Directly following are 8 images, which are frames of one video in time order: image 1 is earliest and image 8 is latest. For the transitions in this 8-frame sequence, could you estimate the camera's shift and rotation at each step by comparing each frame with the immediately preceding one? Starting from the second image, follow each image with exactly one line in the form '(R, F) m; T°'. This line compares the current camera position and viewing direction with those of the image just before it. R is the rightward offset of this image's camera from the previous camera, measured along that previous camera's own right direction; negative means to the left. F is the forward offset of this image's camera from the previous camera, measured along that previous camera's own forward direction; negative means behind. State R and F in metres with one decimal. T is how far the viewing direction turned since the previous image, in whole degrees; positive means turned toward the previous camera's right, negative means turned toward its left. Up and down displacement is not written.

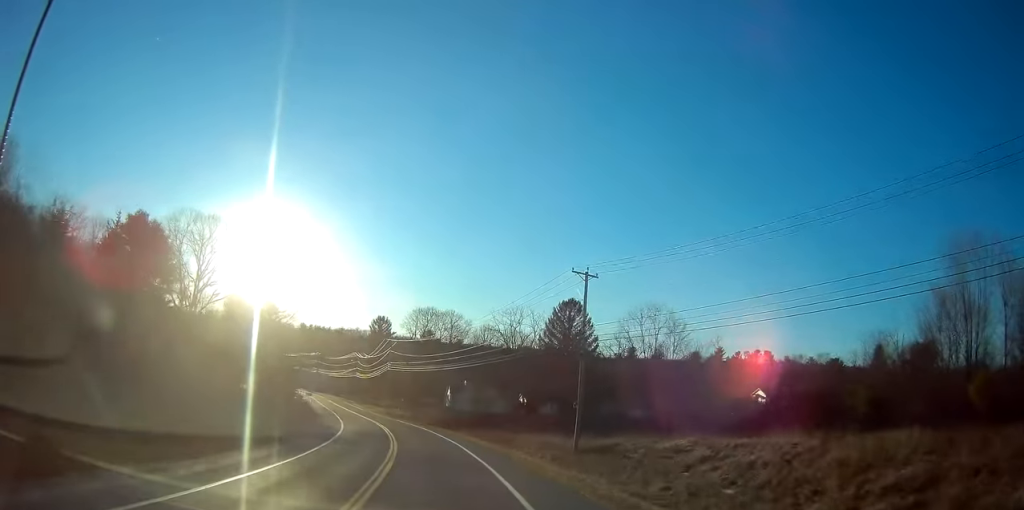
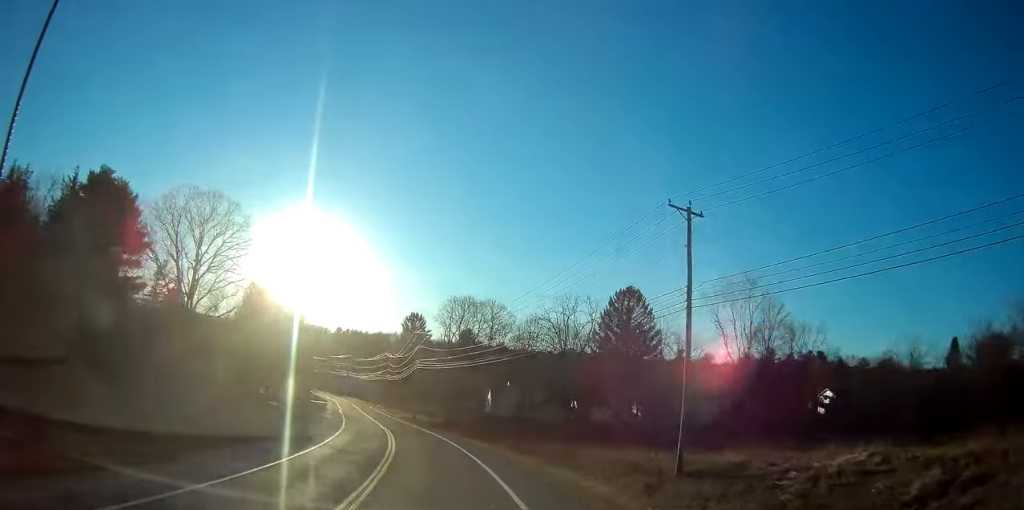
(-0.6, +14.3) m; -4°
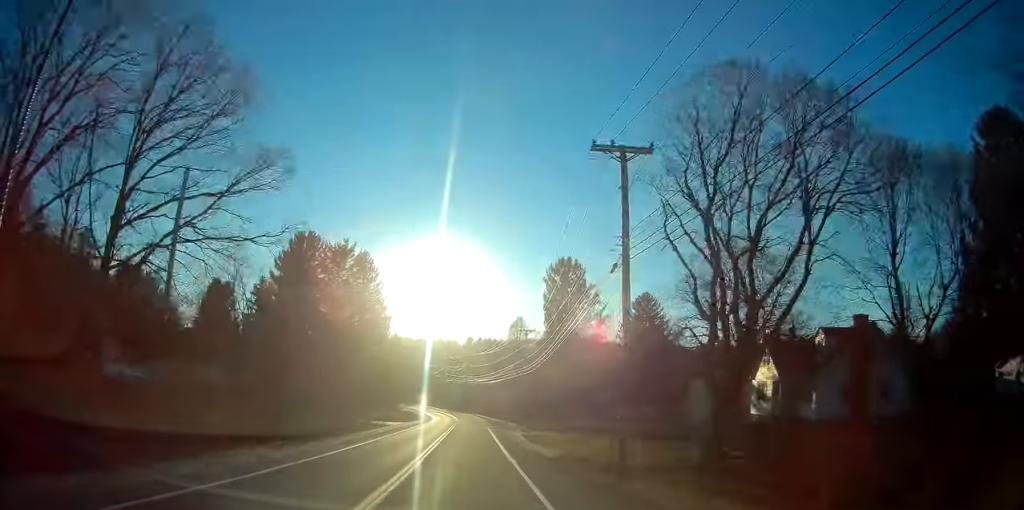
(-7.7, +59.0) m; -14°
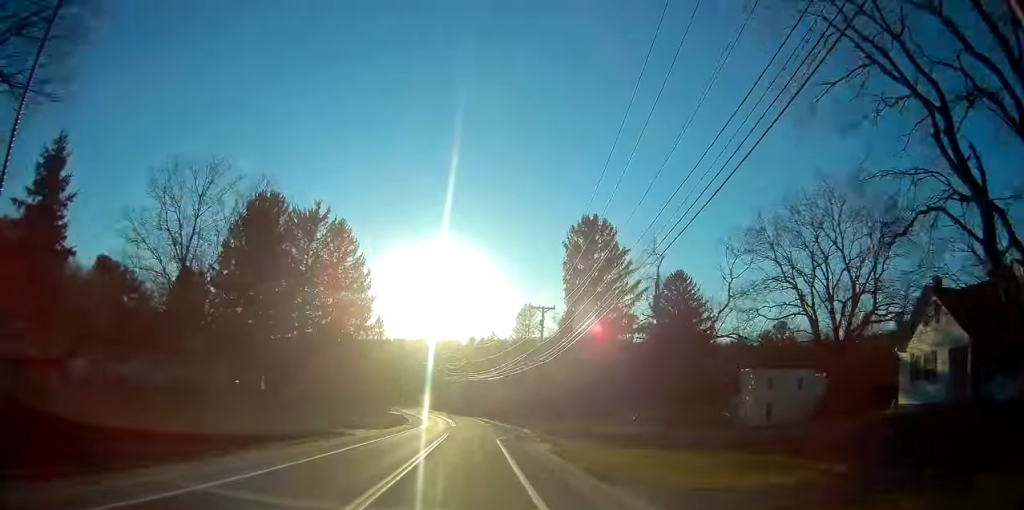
(-0.3, +18.3) m; -2°
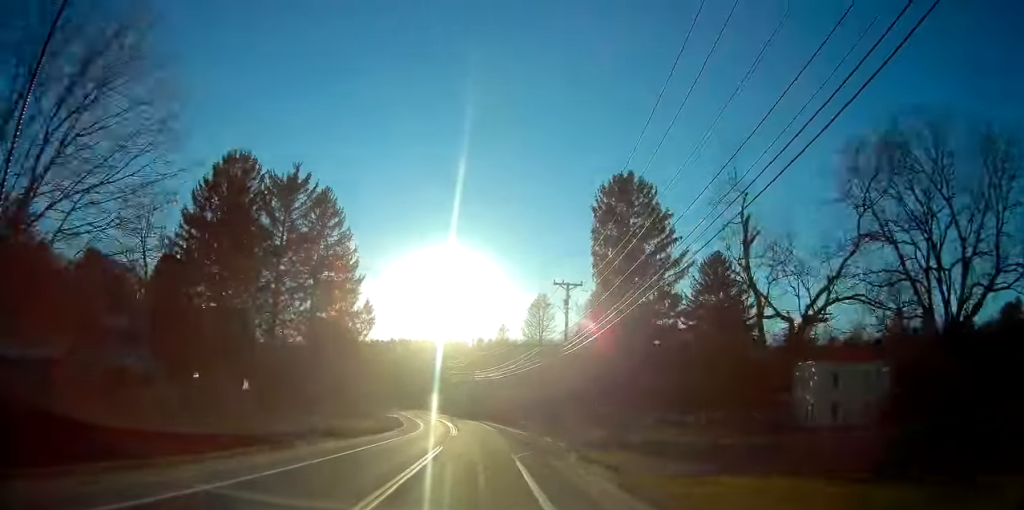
(-0.2, +12.9) m; -1°
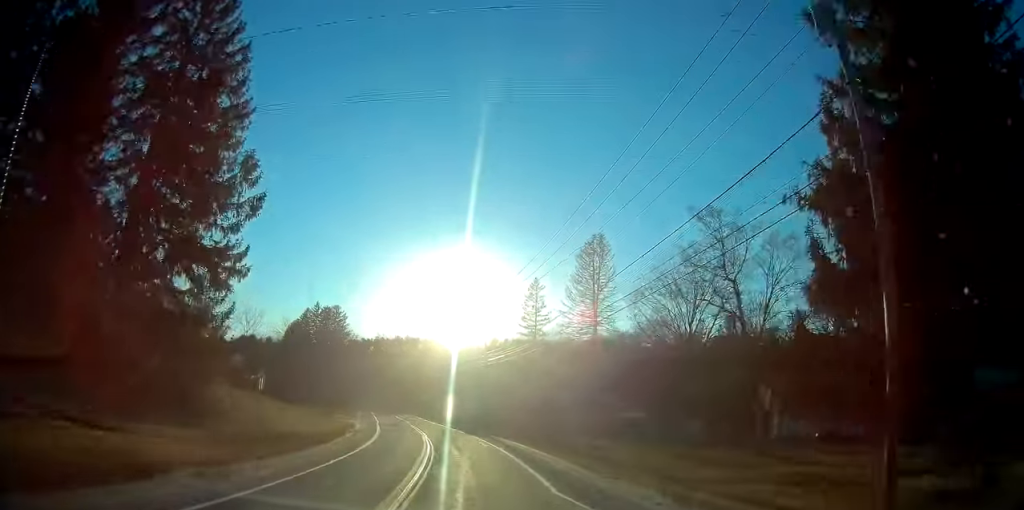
(-0.4, +38.4) m; -1°
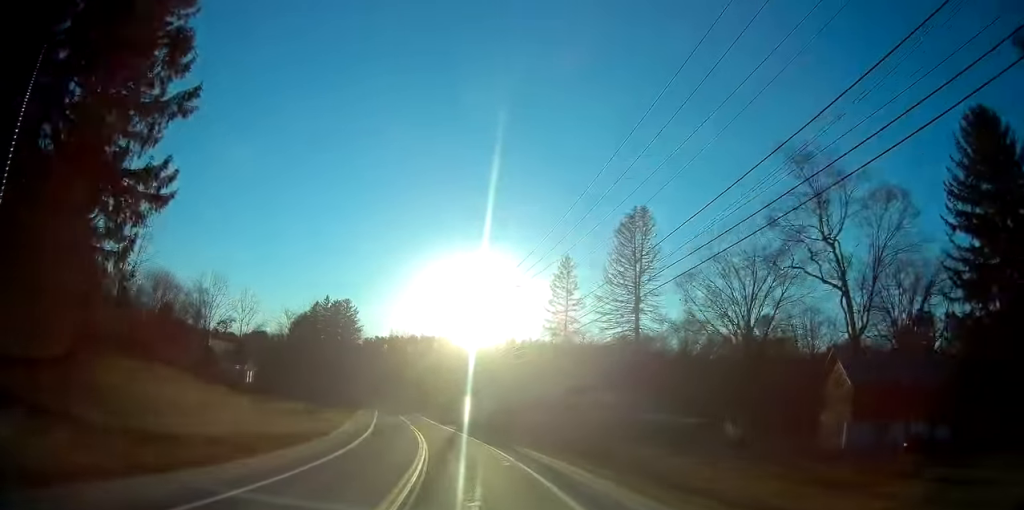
(+0.1, +10.5) m; -1°
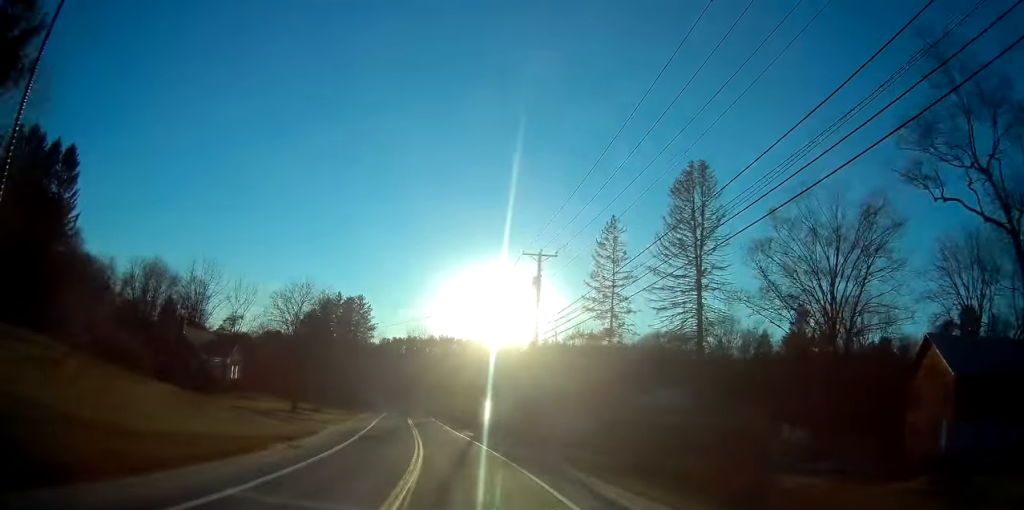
(-0.3, +11.2) m; -2°
